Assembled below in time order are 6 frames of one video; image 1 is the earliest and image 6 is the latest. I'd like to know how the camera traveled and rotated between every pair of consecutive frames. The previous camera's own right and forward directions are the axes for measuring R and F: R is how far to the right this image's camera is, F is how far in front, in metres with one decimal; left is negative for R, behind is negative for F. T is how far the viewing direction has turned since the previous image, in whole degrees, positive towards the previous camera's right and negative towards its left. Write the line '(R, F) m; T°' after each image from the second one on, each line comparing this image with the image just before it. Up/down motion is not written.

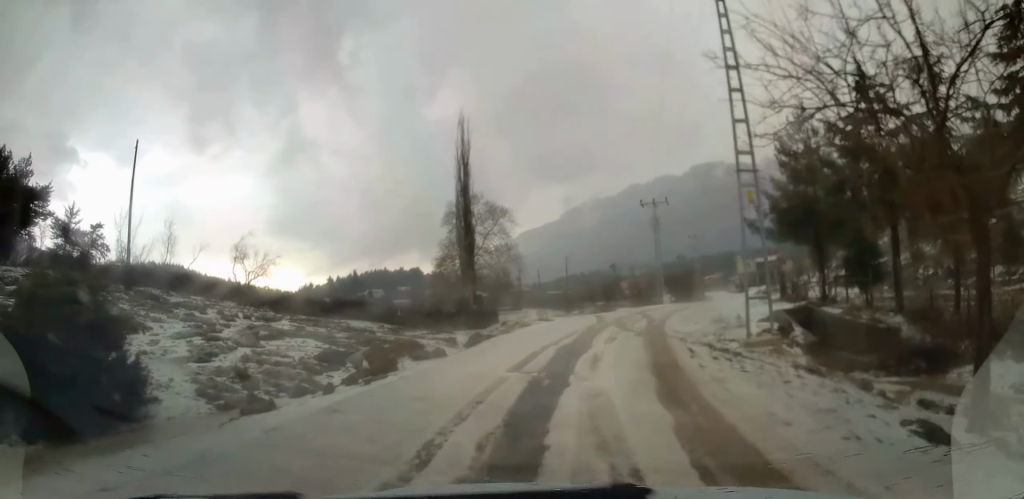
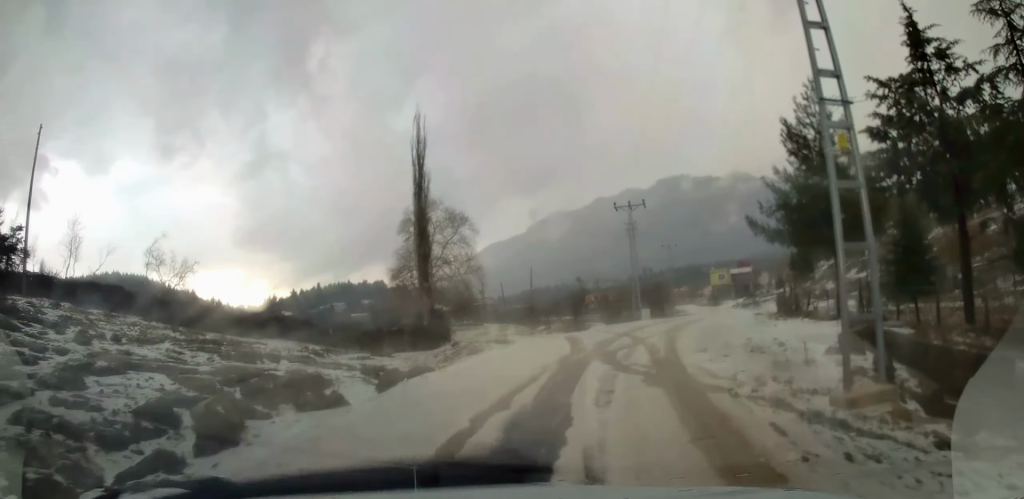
(+0.2, +6.4) m; +5°
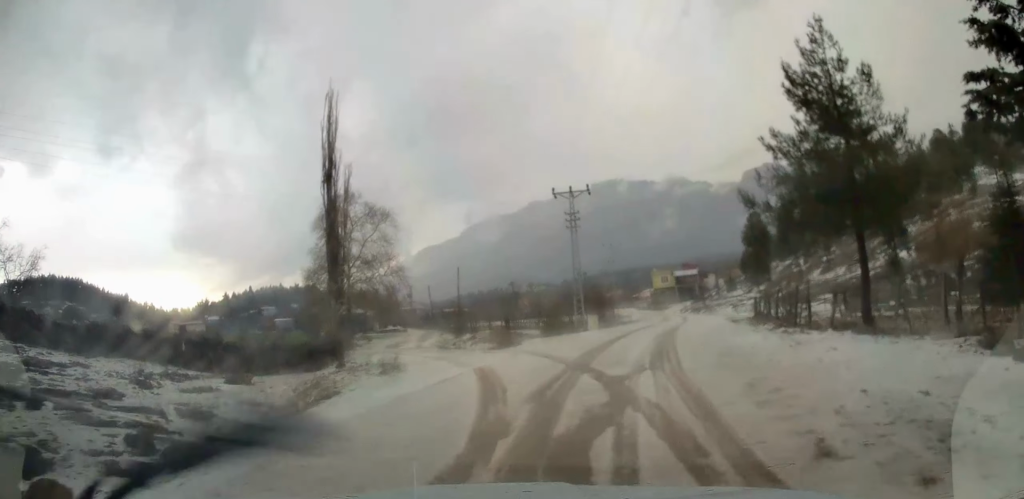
(+0.4, +8.4) m; +6°
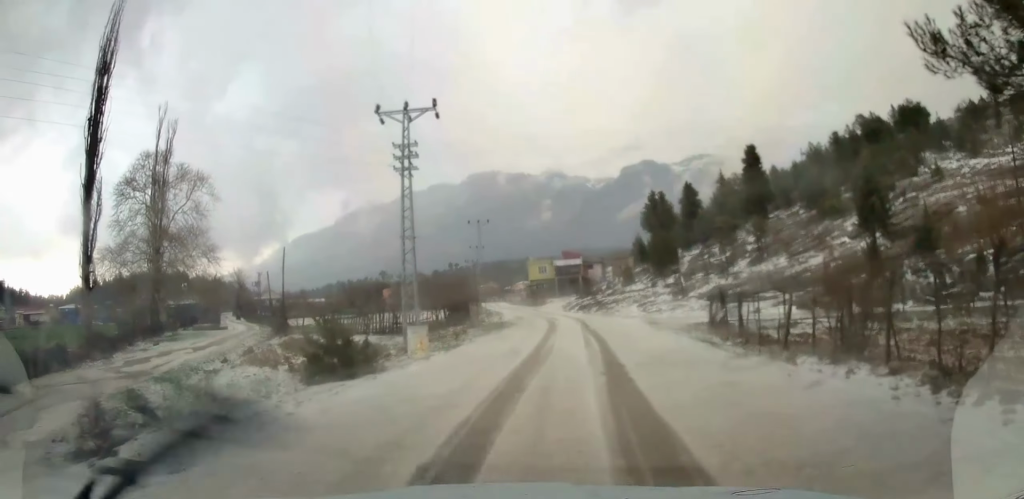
(+1.9, +17.9) m; +10°
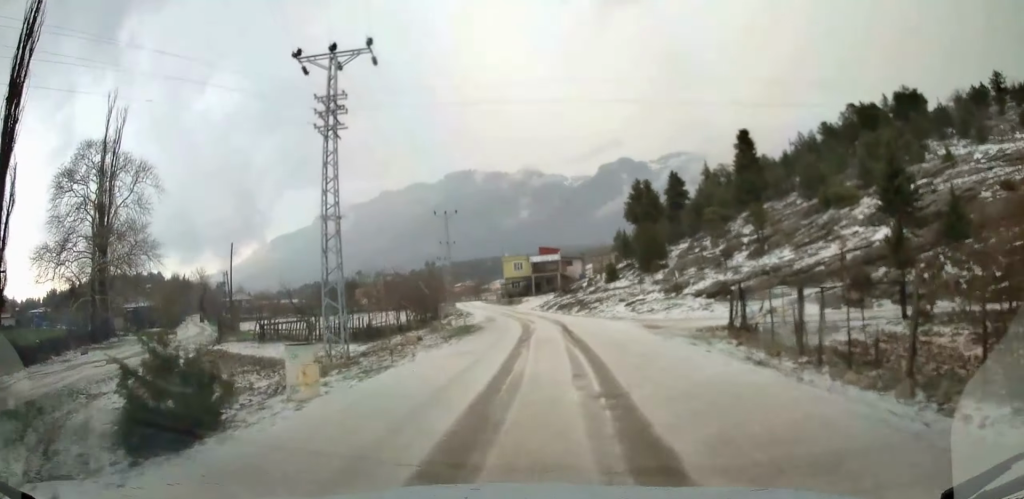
(+0.2, +6.7) m; +3°
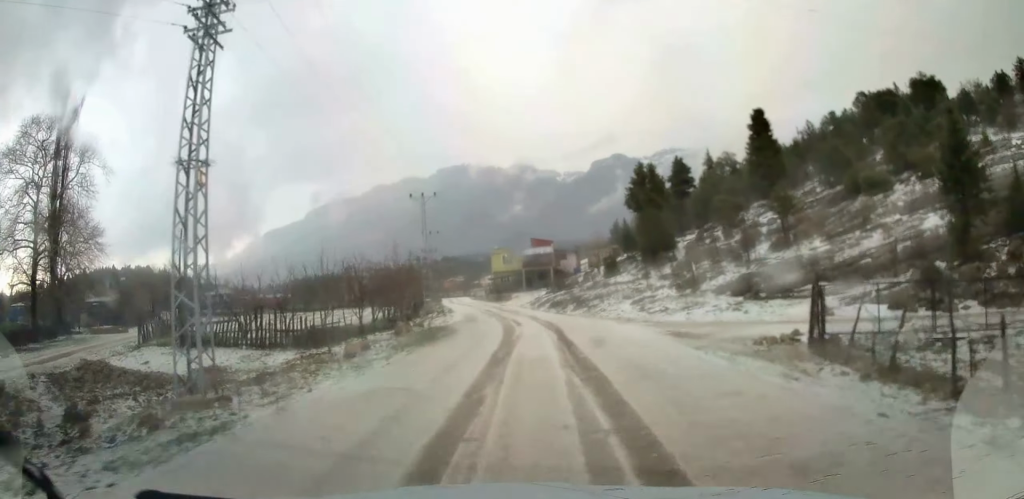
(+0.1, +7.5) m; +2°
